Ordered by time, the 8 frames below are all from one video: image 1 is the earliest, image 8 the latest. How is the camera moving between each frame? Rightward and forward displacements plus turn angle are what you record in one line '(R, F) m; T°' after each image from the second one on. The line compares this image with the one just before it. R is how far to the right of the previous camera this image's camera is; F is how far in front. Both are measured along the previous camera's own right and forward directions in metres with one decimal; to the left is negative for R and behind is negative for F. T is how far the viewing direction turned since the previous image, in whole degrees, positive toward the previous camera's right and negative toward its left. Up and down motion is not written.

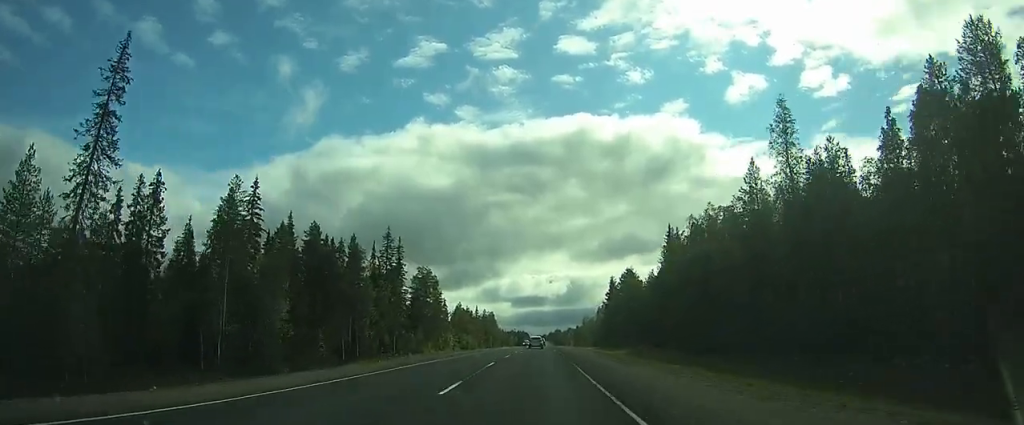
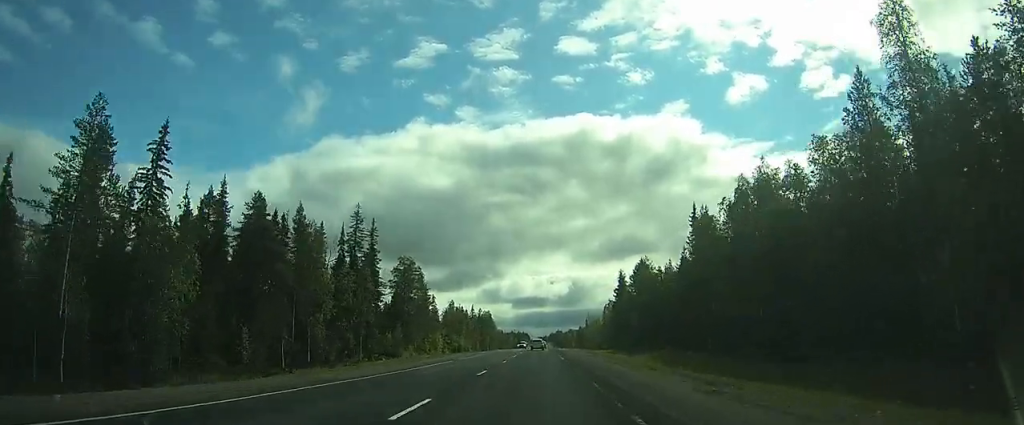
(+0.2, +14.4) m; 0°
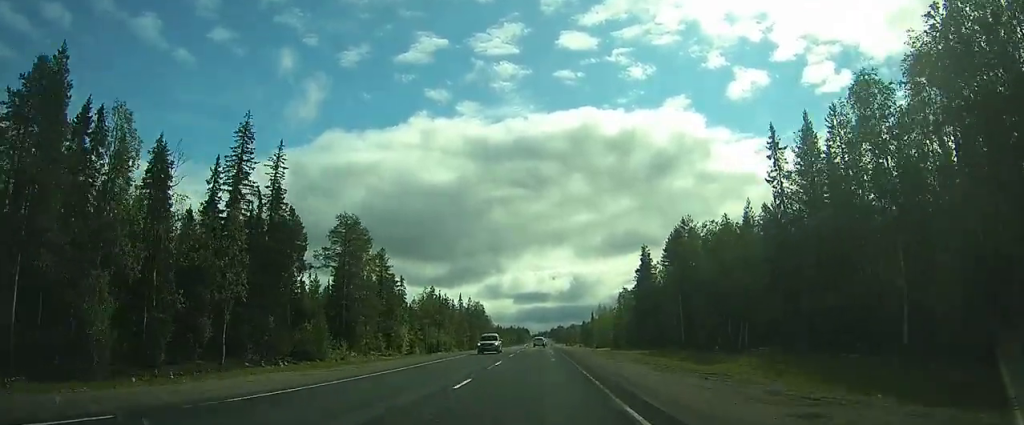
(-0.7, +27.6) m; -2°
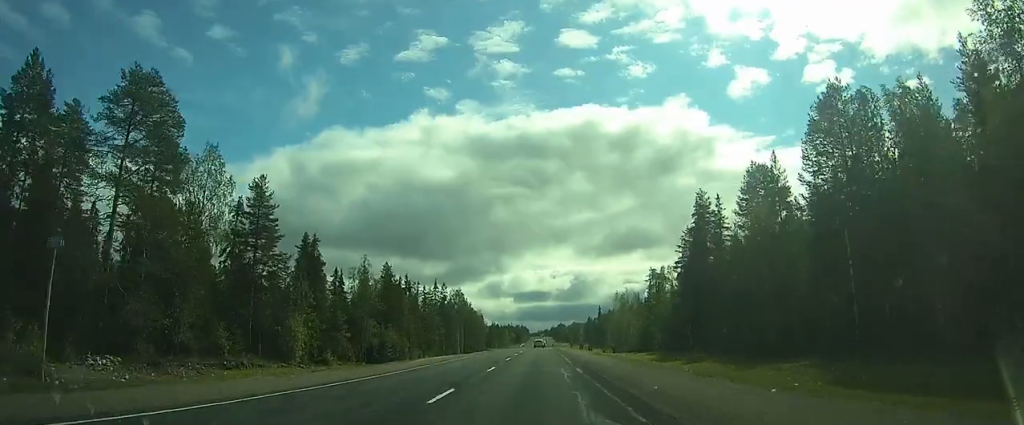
(0.0, +35.8) m; +2°
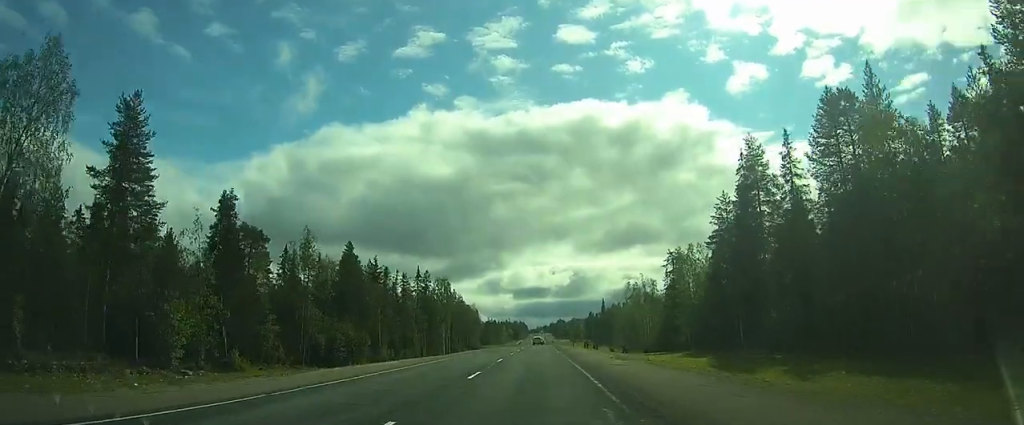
(+0.4, +16.4) m; 0°
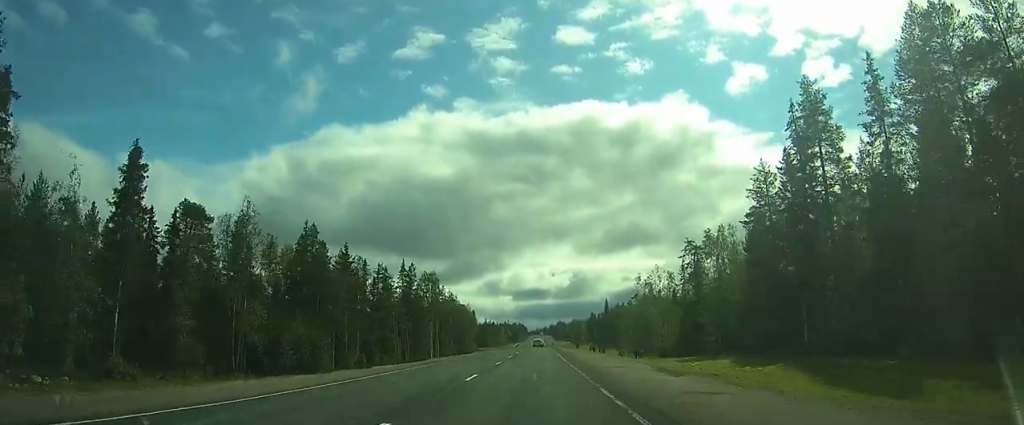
(-0.1, +11.5) m; 0°
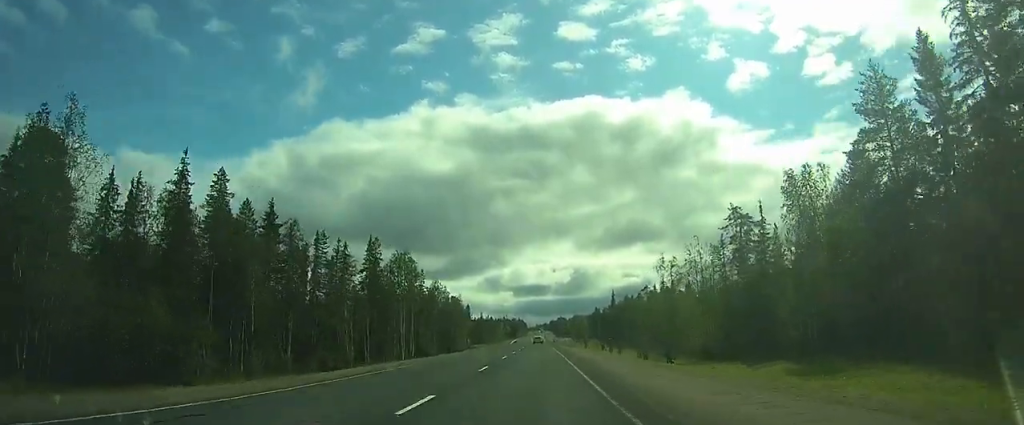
(-0.3, +18.9) m; 0°
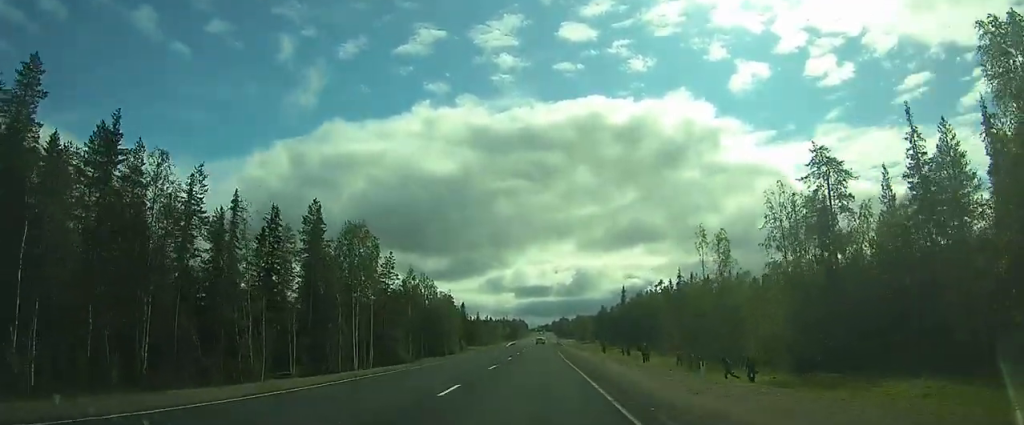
(+0.2, +19.9) m; 0°
